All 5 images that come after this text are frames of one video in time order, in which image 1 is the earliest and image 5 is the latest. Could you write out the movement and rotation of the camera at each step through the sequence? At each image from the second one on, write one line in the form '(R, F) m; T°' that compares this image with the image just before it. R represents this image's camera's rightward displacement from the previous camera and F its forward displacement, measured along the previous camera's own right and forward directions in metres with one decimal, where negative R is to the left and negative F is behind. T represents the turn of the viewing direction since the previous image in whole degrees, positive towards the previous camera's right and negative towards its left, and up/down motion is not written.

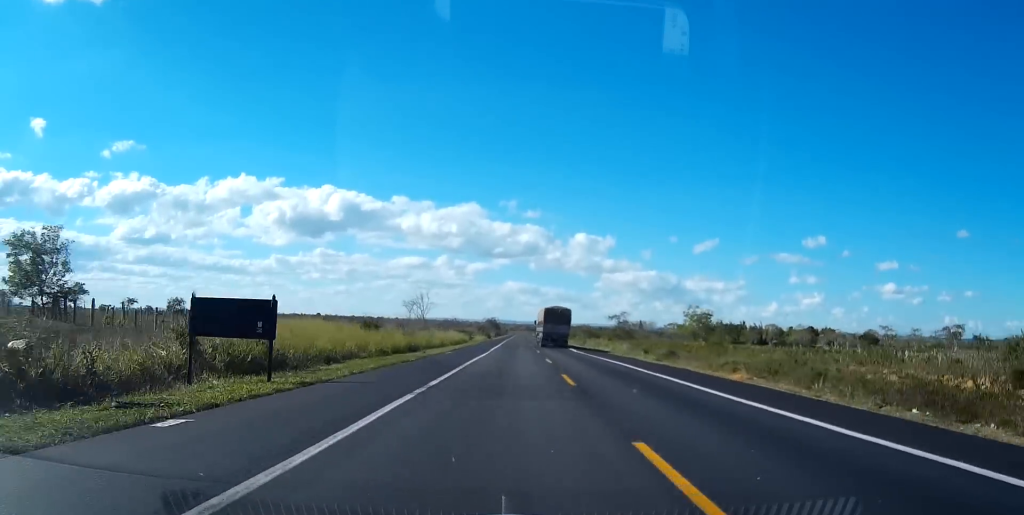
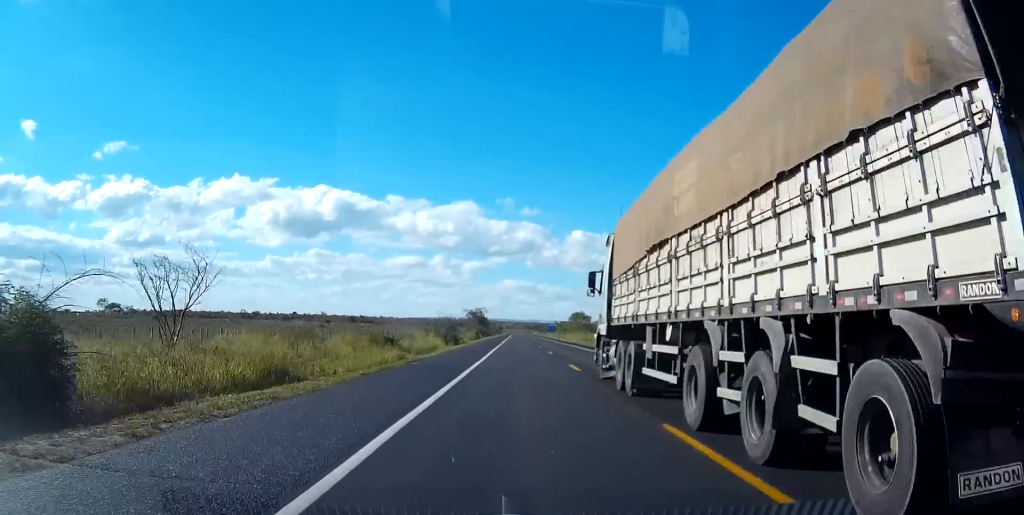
(+0.2, +140.4) m; 0°
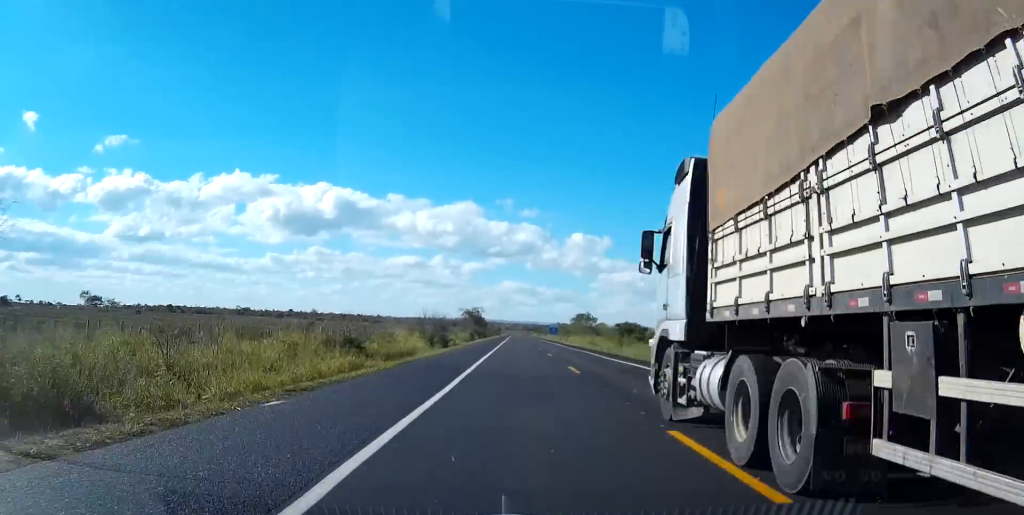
(0.0, +17.7) m; 0°
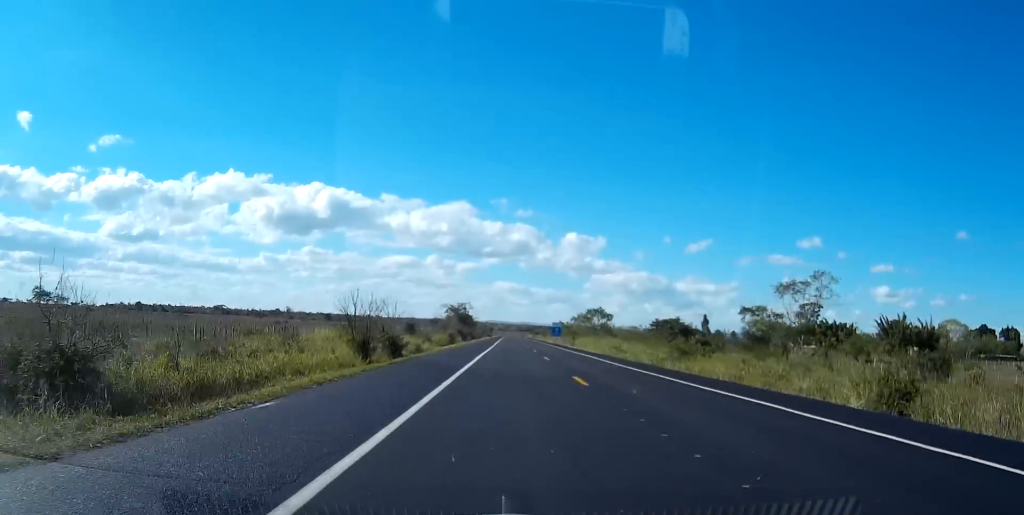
(+0.1, +39.9) m; +1°
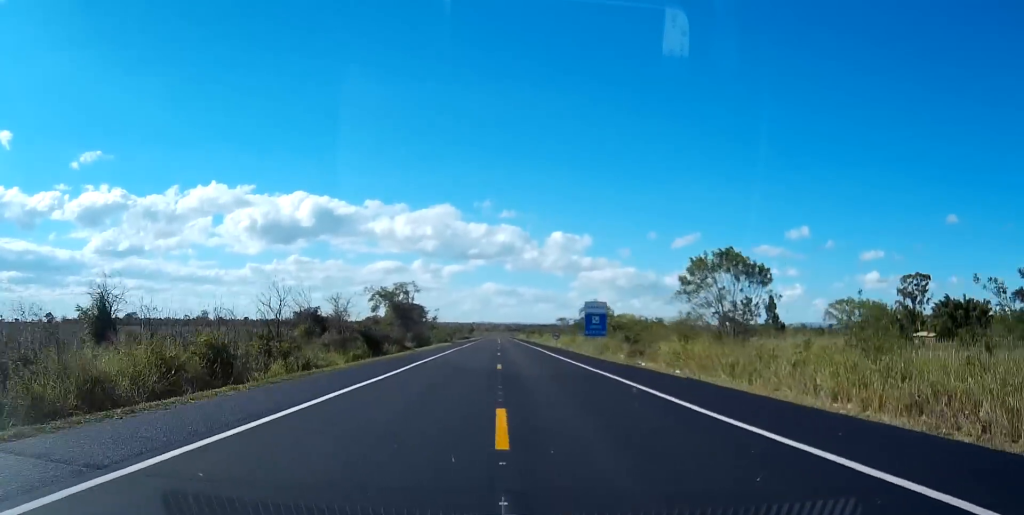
(+0.9, +98.2) m; 0°
